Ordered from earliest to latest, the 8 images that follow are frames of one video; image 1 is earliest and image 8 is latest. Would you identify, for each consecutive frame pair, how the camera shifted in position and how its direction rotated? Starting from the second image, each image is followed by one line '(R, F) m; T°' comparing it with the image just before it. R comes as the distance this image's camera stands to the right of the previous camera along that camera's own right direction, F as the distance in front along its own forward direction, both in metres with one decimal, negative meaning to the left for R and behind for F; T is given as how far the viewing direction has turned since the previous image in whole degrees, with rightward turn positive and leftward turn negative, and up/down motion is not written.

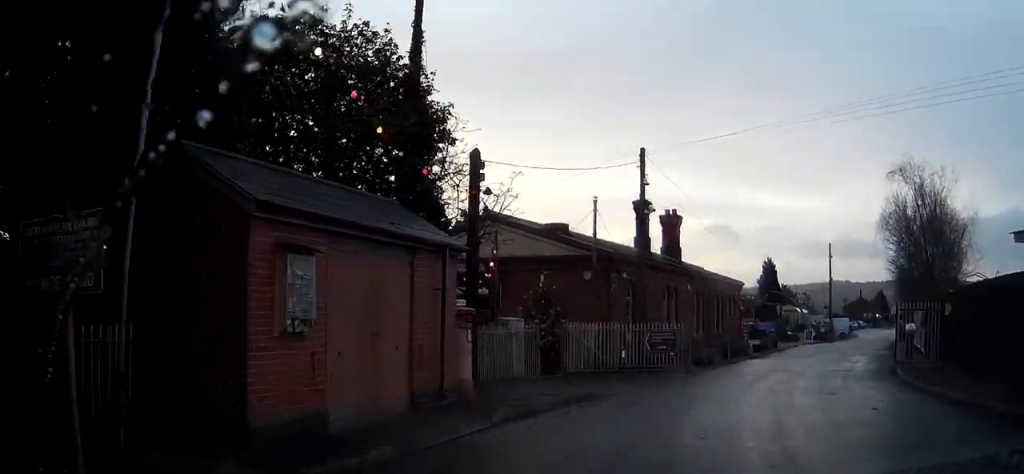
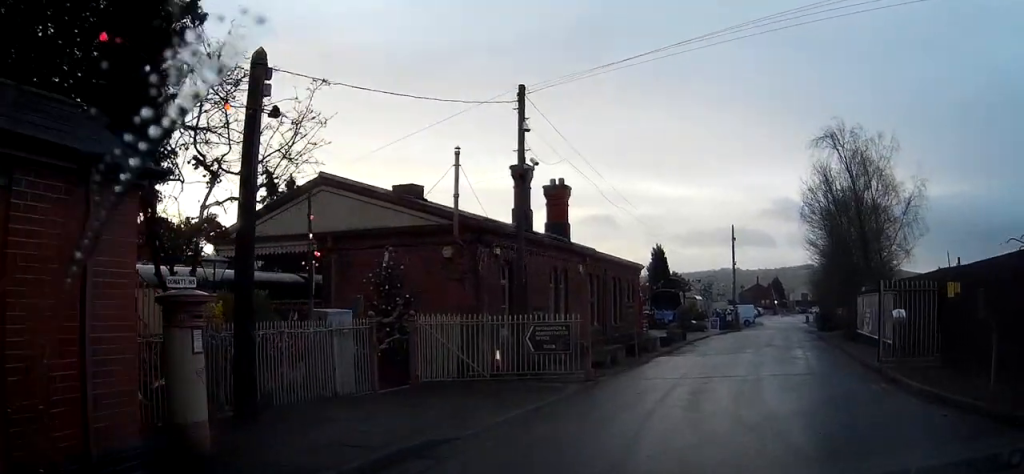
(+1.0, +7.2) m; +12°
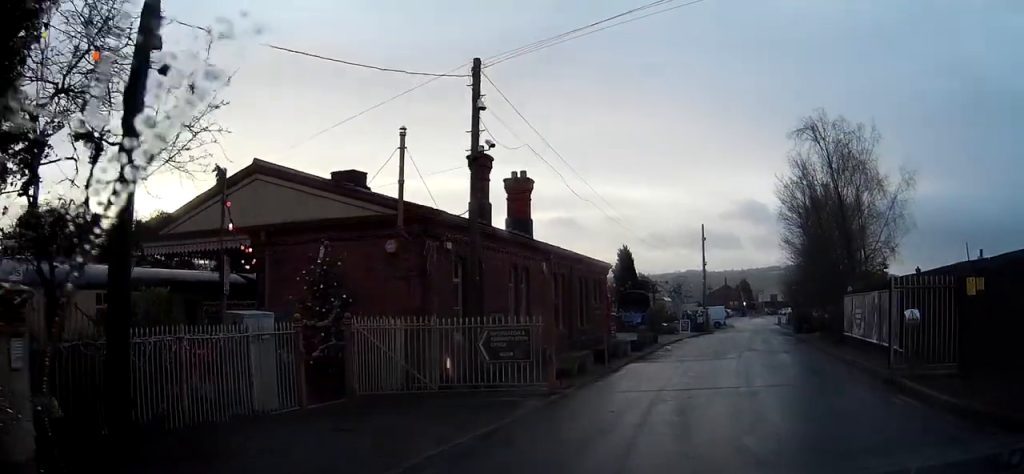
(0.0, +2.7) m; +2°
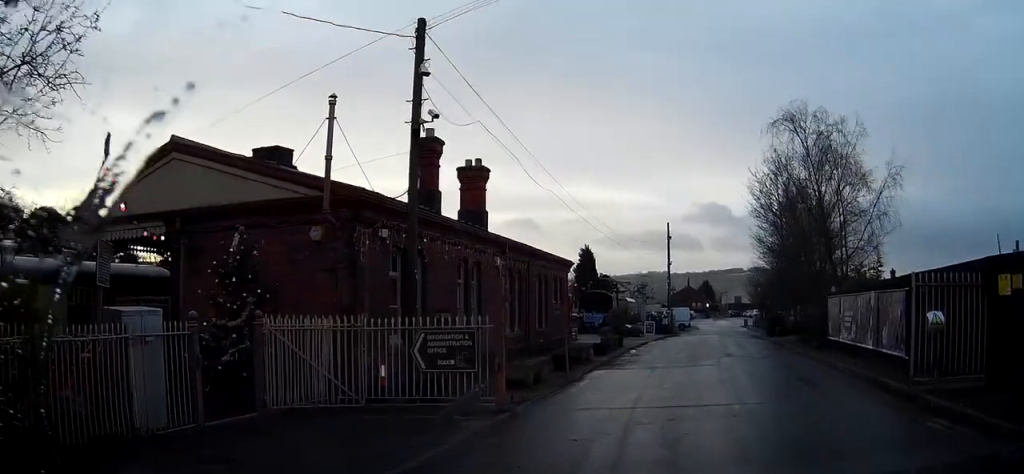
(+0.1, +2.9) m; +2°
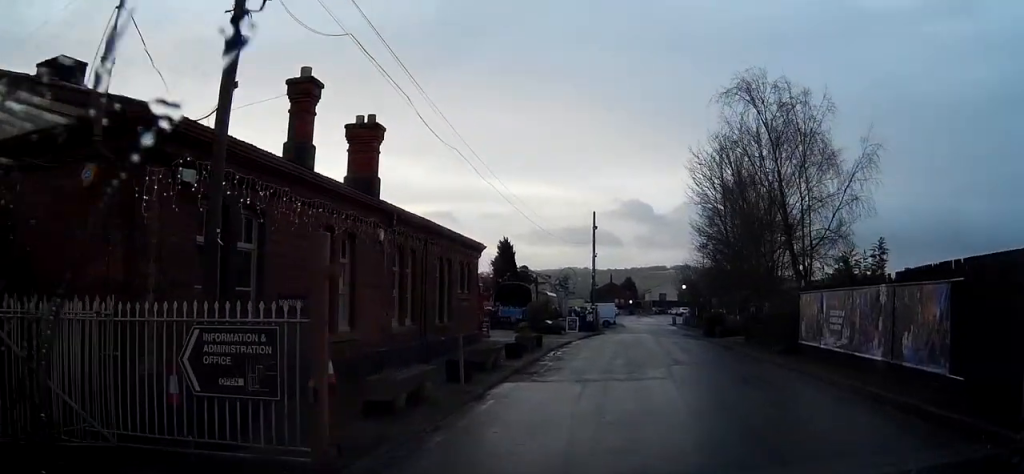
(+0.2, +5.8) m; +3°
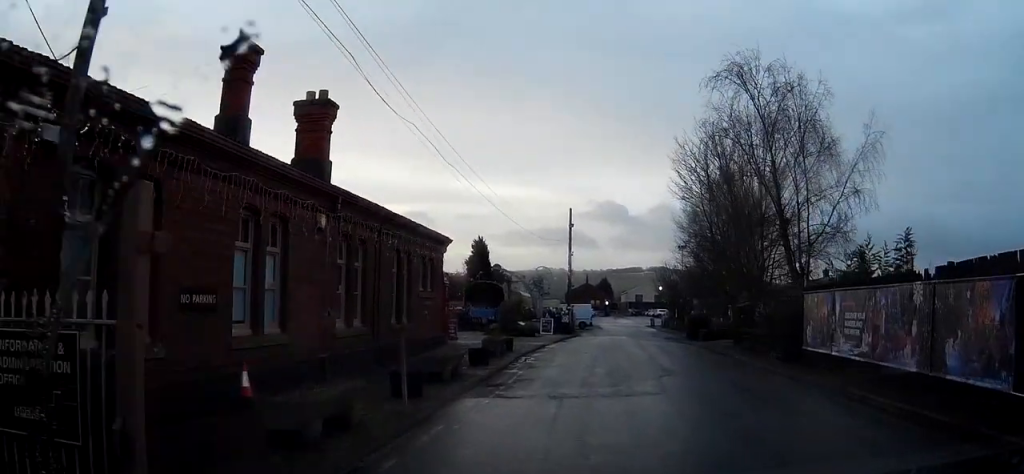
(+0.1, +2.8) m; 0°
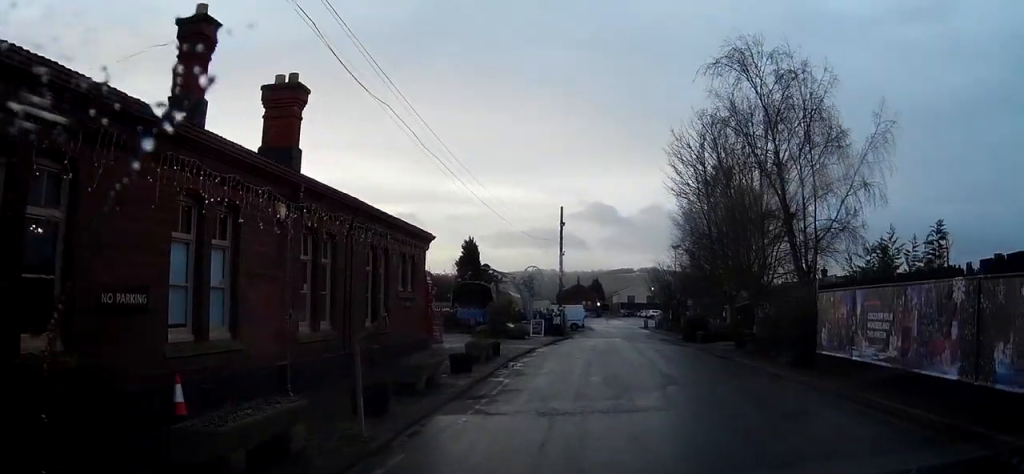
(0.0, +1.8) m; 0°
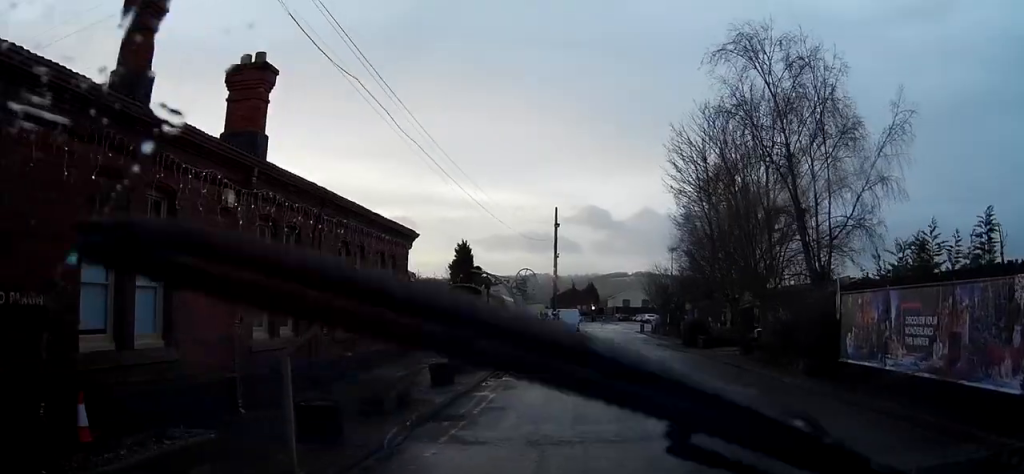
(-0.1, +2.1) m; 0°
